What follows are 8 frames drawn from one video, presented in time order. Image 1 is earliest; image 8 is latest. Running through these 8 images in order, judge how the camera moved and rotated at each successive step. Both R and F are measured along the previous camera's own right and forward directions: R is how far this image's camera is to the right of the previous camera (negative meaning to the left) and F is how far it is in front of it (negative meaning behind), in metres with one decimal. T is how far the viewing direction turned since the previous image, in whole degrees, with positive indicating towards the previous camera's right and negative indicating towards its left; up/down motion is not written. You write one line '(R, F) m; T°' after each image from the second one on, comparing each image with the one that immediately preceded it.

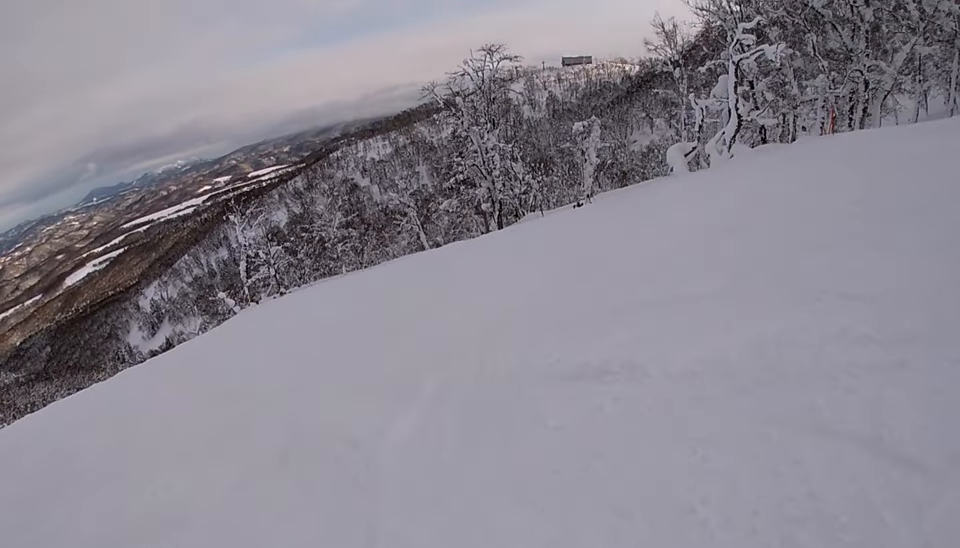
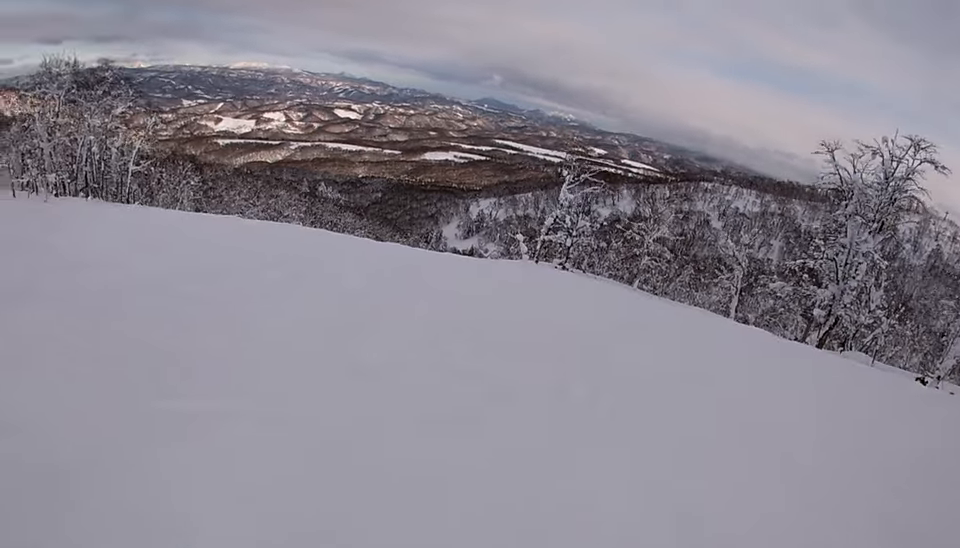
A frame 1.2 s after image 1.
(-1.0, +4.4) m; -23°
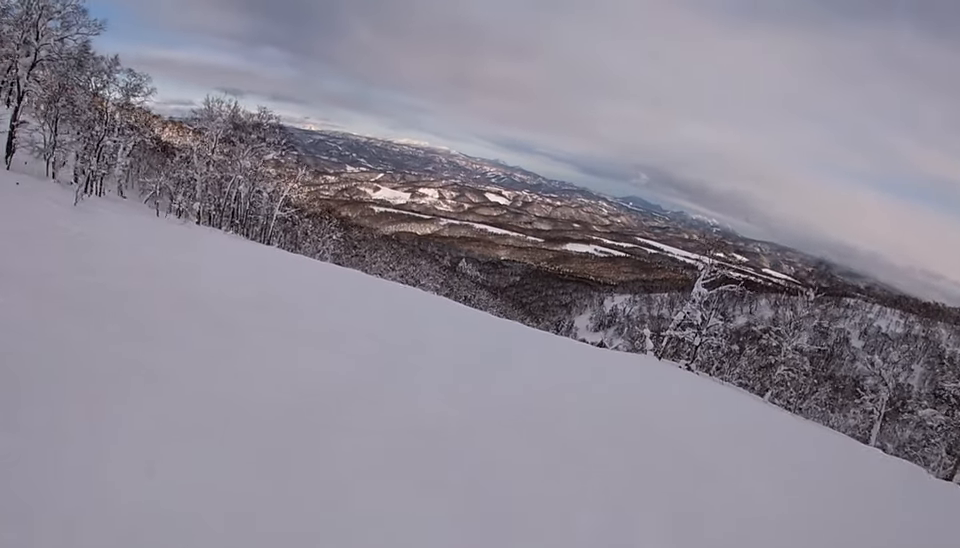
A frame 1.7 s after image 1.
(+0.1, +2.2) m; -11°
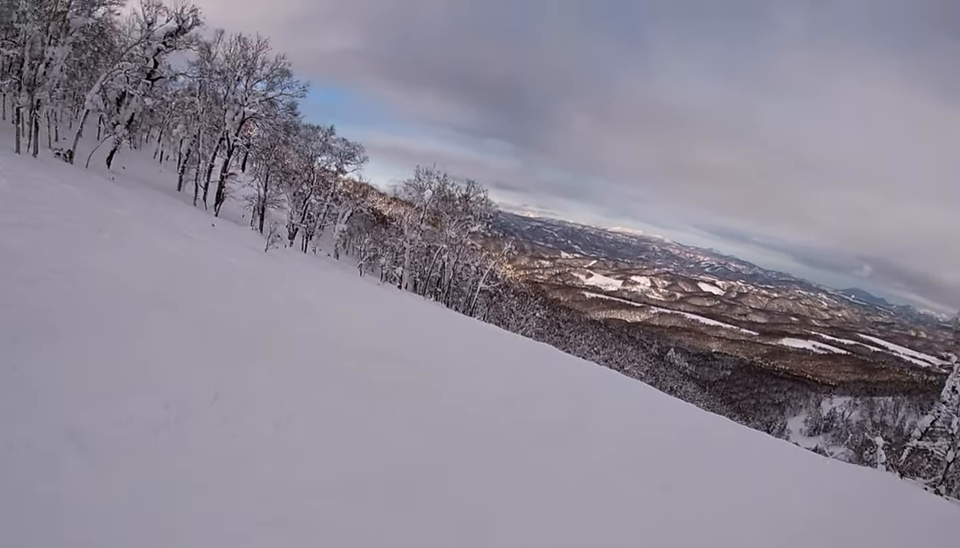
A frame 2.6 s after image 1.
(-0.8, +3.7) m; -31°
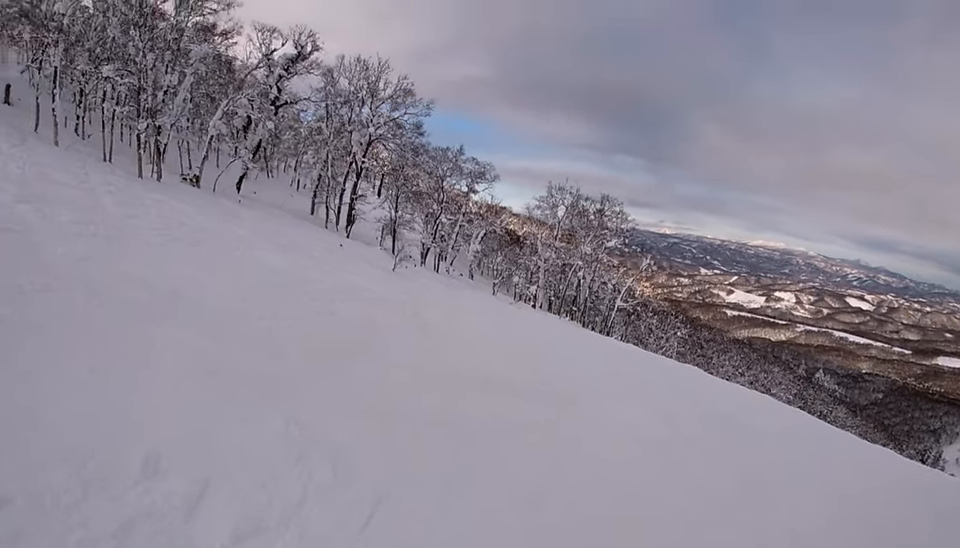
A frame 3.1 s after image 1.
(-0.5, +1.7) m; -6°
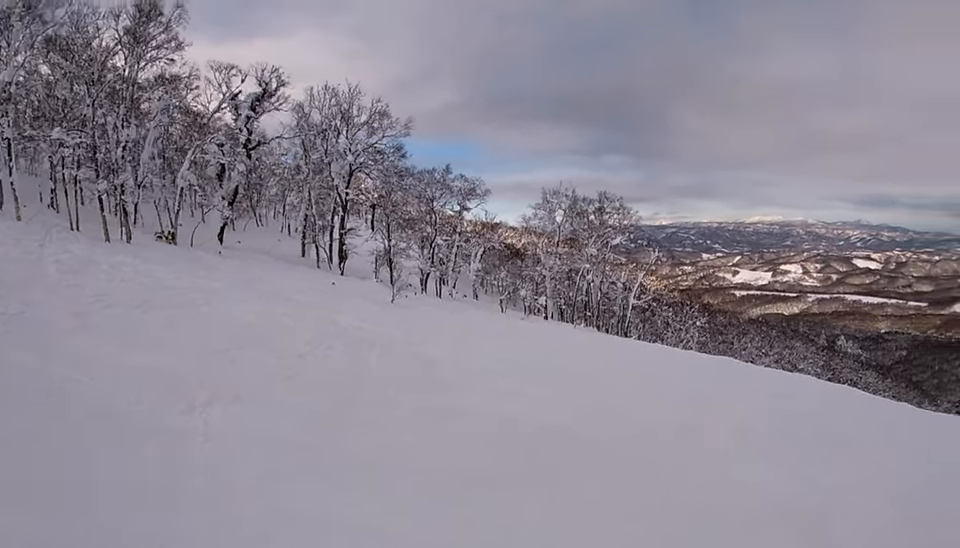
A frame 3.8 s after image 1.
(-0.8, +2.6) m; -3°
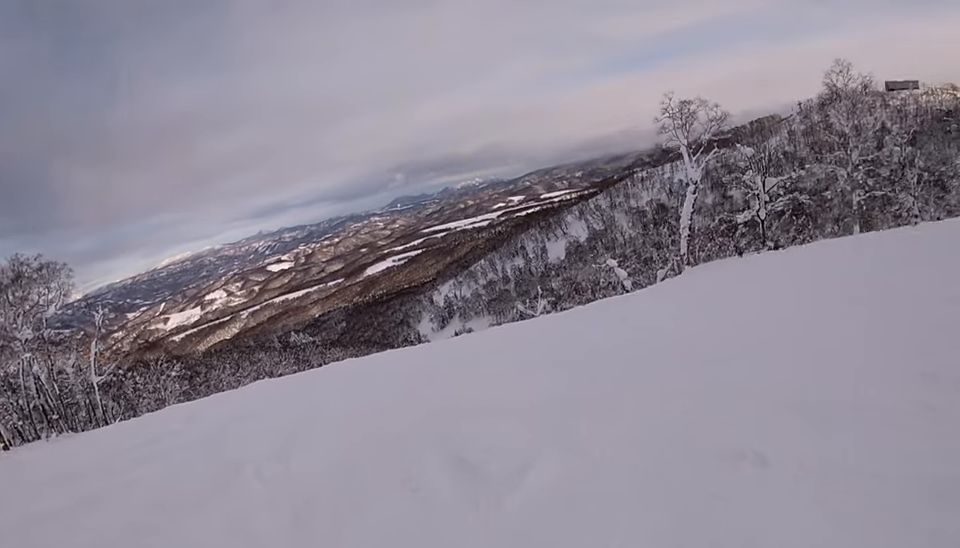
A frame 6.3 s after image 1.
(+5.4, +6.5) m; +98°
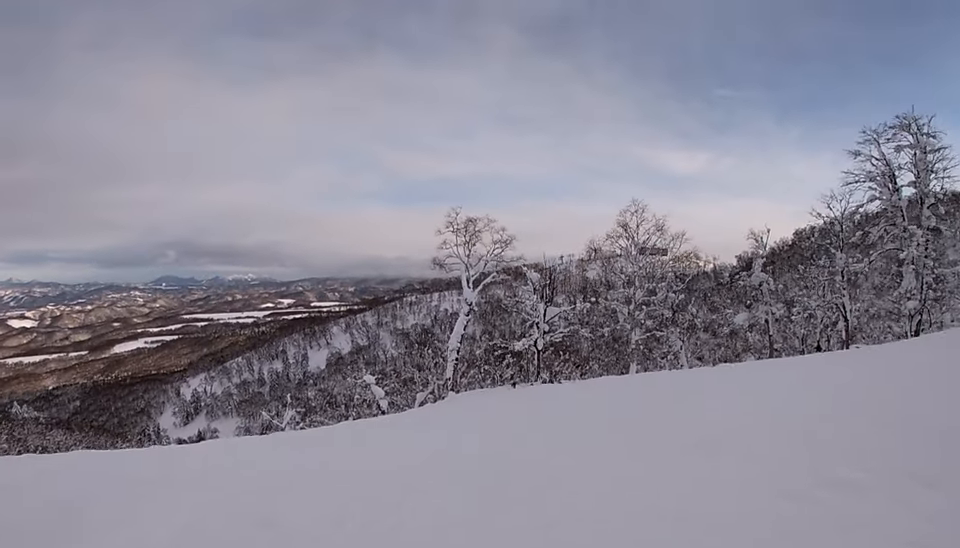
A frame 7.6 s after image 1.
(+1.3, +5.2) m; +6°
